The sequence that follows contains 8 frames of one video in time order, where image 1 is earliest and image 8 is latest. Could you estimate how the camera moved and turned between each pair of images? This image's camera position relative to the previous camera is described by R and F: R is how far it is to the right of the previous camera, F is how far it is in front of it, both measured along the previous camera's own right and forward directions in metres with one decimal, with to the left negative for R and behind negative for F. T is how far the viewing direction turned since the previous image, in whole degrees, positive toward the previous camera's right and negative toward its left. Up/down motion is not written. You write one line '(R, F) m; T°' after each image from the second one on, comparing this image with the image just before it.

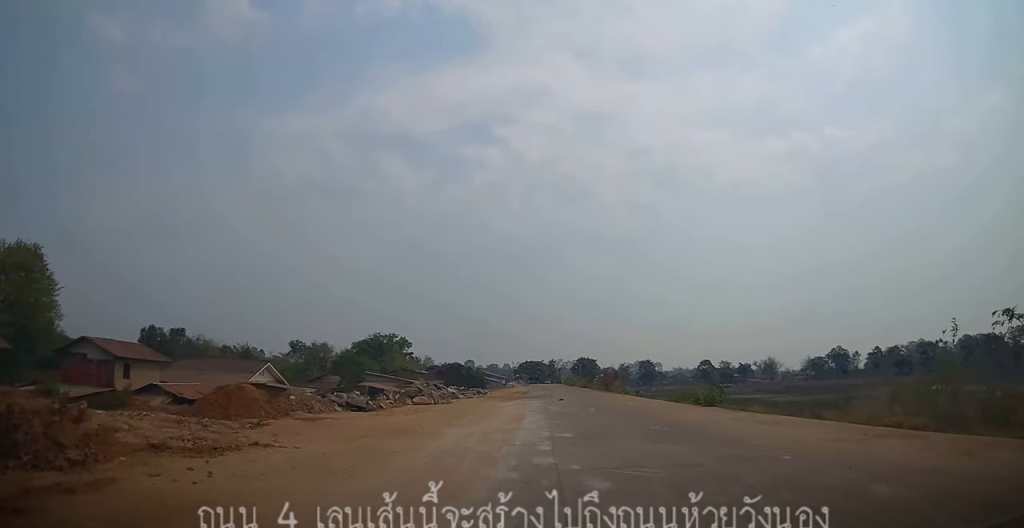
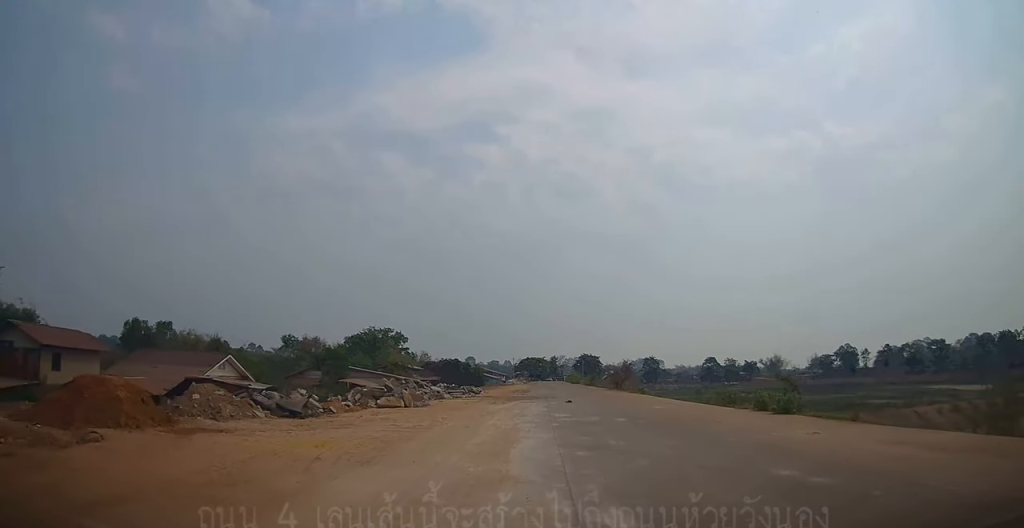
(-0.3, +7.6) m; 0°
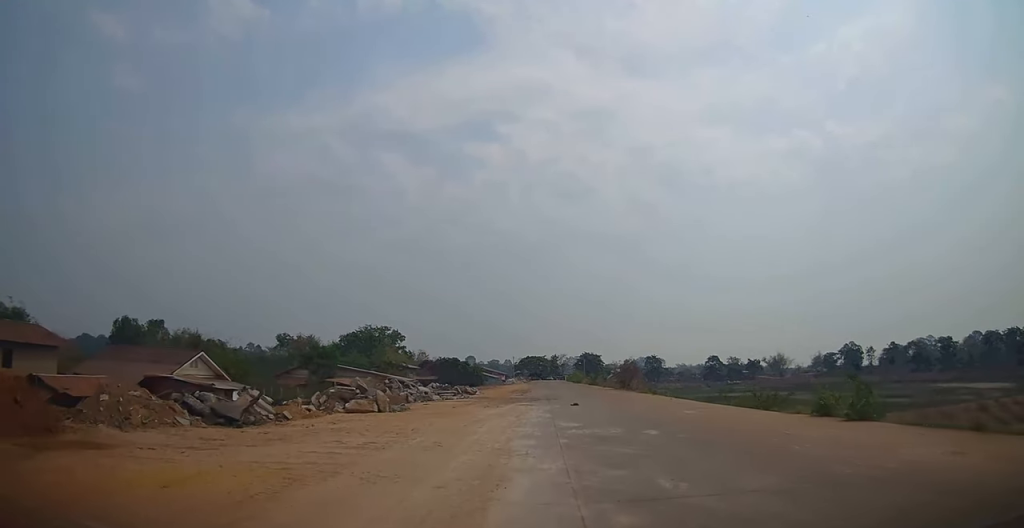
(+0.3, +4.3) m; 0°
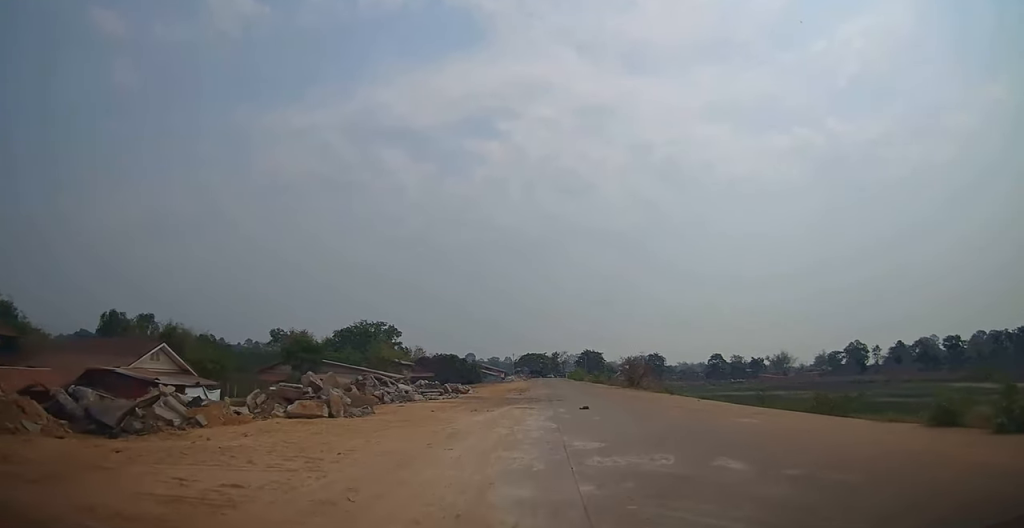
(+0.1, +5.1) m; 0°
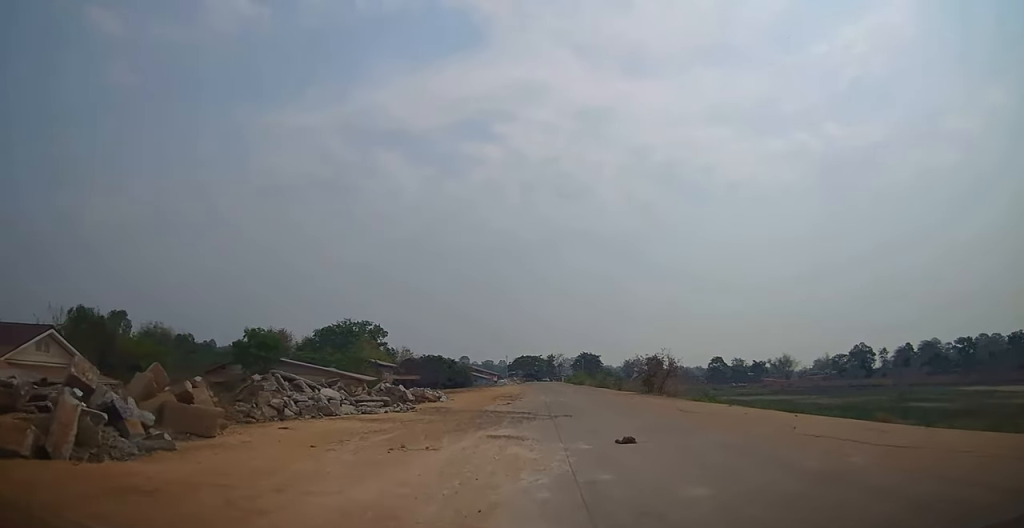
(-0.4, +10.1) m; -1°
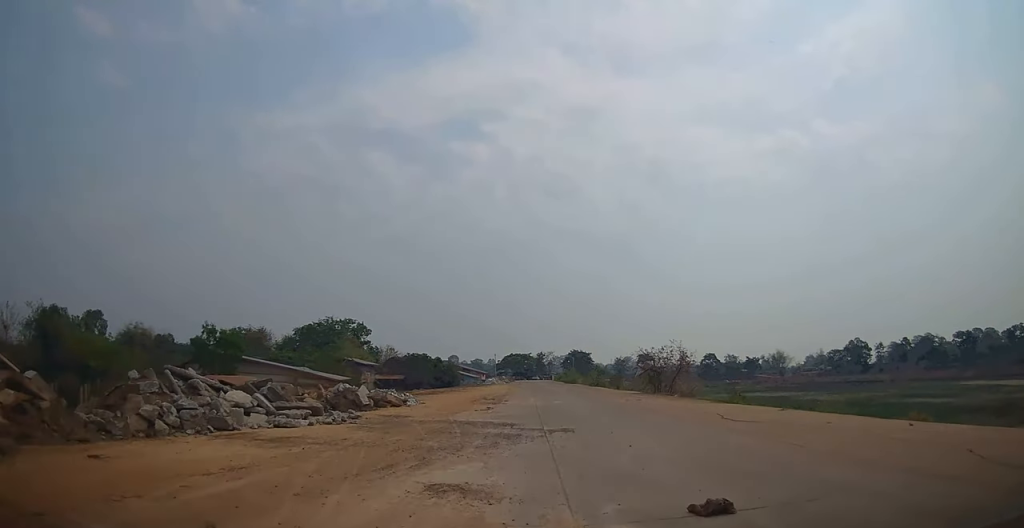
(-0.1, +5.7) m; +2°
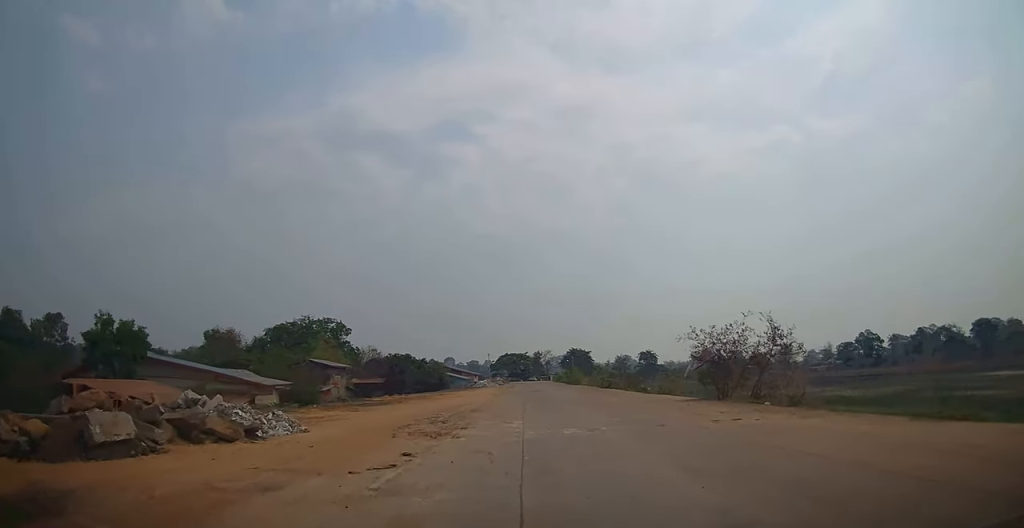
(+0.4, +13.3) m; 0°
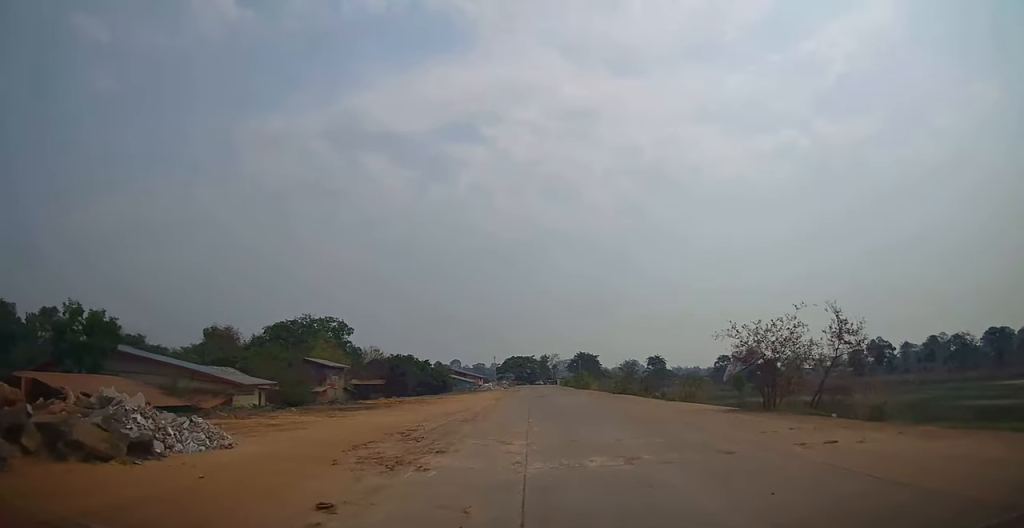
(-0.1, +3.8) m; -1°
